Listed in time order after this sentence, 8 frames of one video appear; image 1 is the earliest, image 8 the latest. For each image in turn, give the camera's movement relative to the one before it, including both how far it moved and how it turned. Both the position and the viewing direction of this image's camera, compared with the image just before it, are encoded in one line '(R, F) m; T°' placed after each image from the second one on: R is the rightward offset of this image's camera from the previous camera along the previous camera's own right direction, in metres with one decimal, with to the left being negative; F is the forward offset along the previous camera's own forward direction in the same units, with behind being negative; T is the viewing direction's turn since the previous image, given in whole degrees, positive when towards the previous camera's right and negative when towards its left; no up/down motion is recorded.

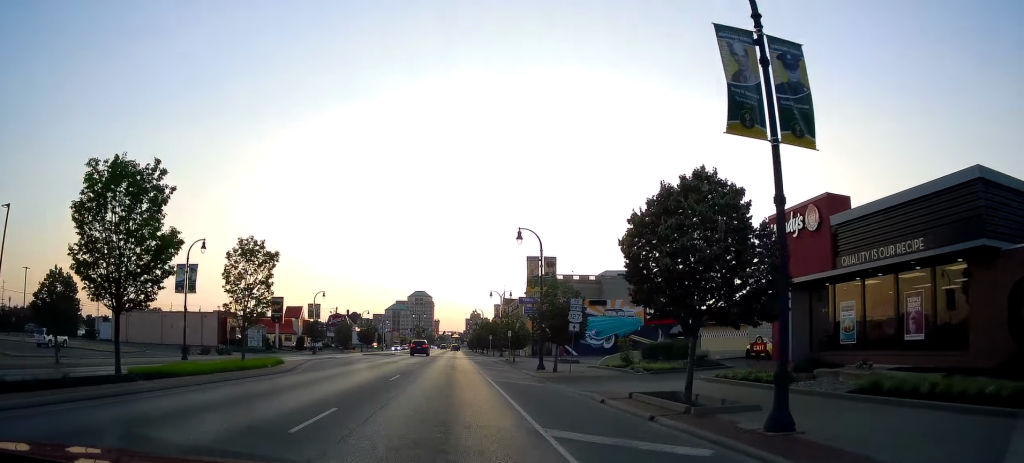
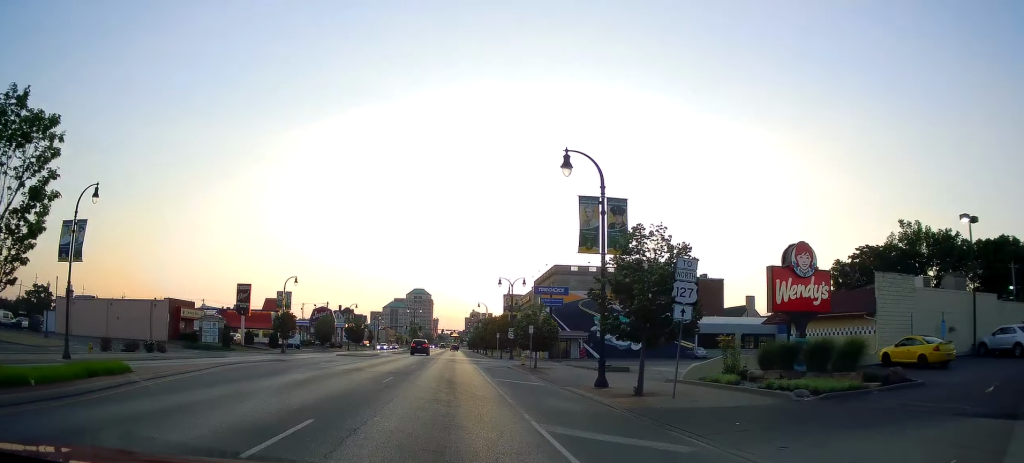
(-0.5, +14.3) m; 0°
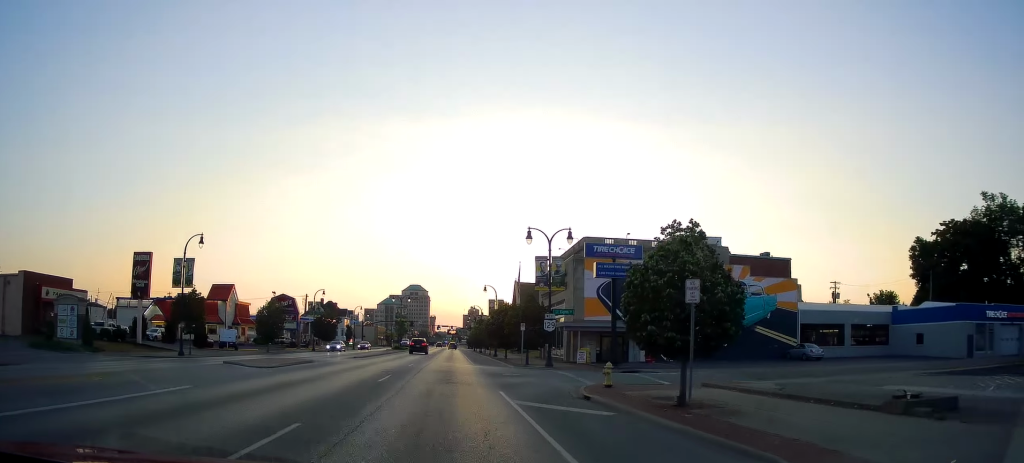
(+0.6, +25.2) m; +1°
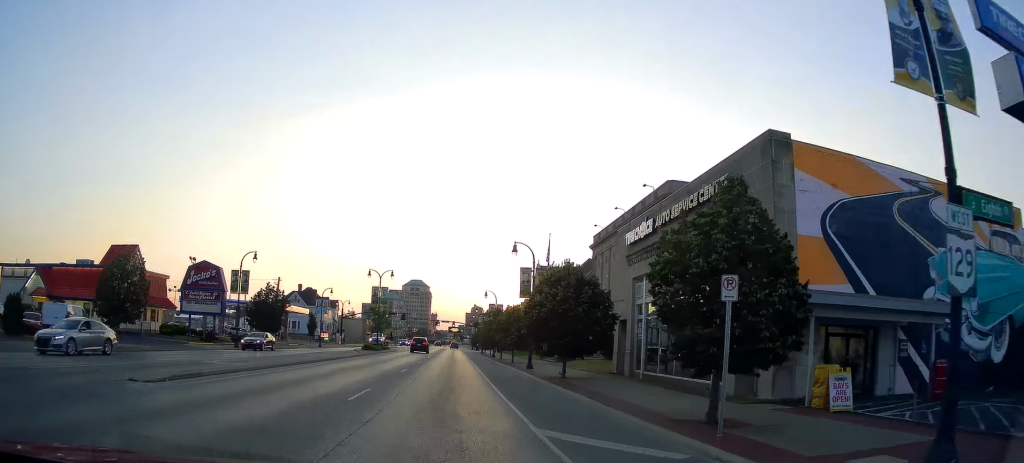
(-0.9, +30.3) m; -2°
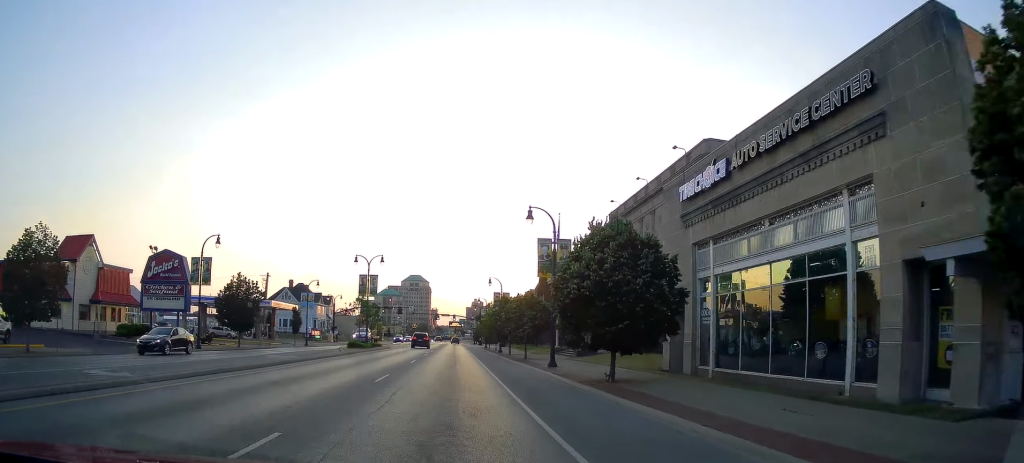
(0.0, +8.6) m; 0°
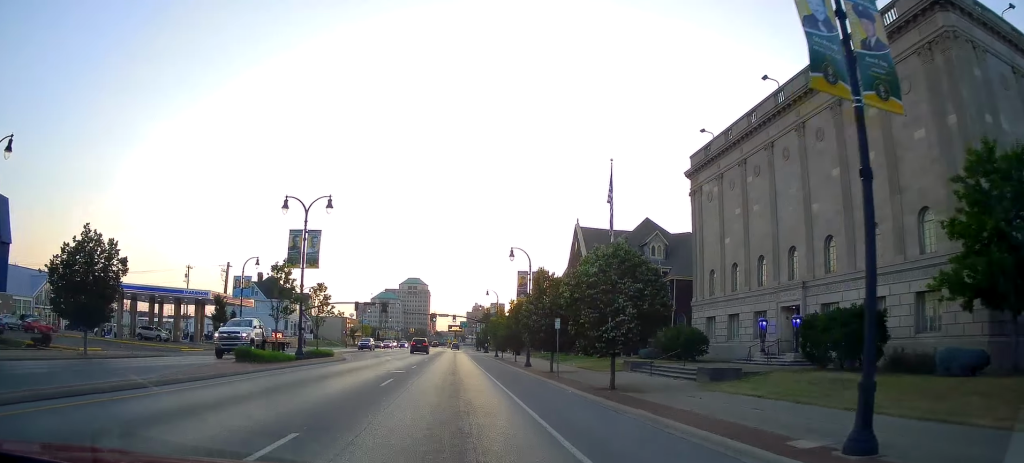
(+0.2, +24.4) m; +1°
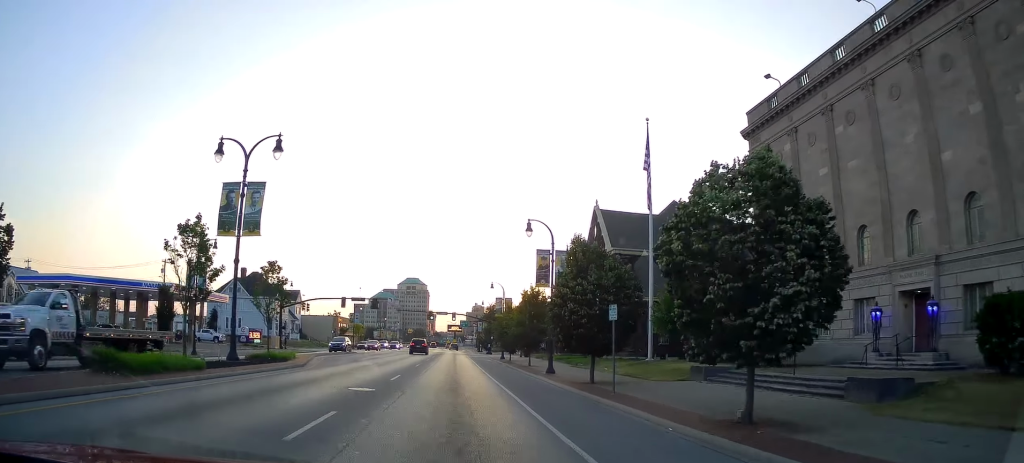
(-0.1, +9.8) m; 0°
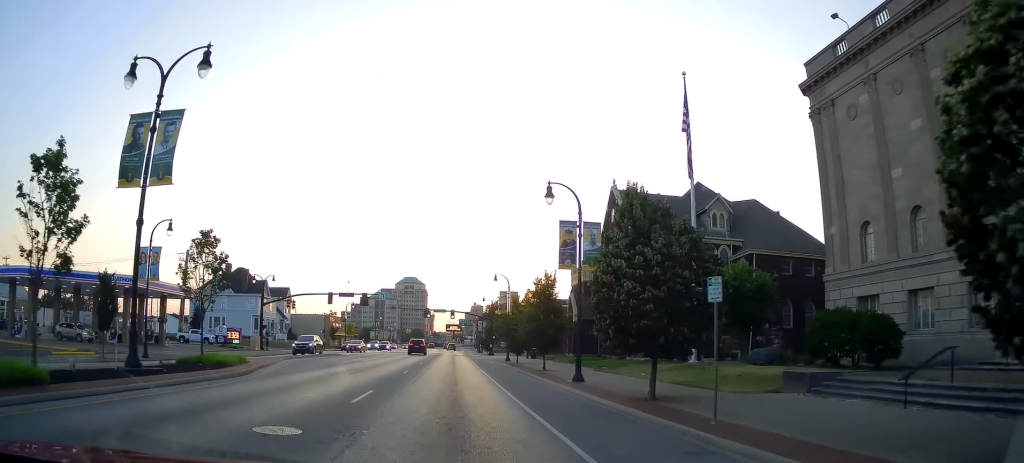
(+0.1, +7.4) m; 0°
